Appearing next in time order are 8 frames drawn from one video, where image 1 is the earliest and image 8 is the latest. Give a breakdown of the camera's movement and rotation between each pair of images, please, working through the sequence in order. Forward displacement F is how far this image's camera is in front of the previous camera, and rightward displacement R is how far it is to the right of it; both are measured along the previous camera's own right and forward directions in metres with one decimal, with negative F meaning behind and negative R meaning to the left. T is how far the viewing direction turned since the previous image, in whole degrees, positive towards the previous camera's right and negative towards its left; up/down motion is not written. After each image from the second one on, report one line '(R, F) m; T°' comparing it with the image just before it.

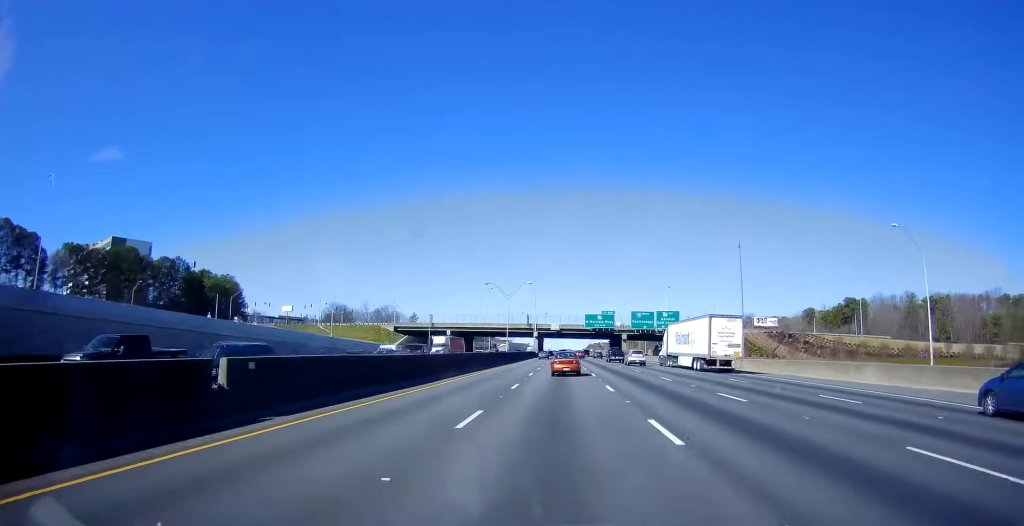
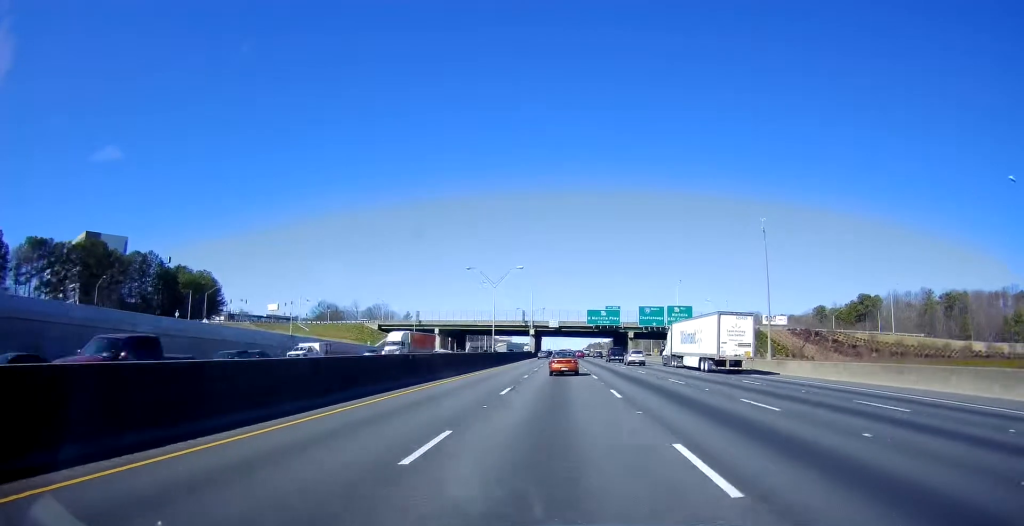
(-0.1, +15.5) m; -1°
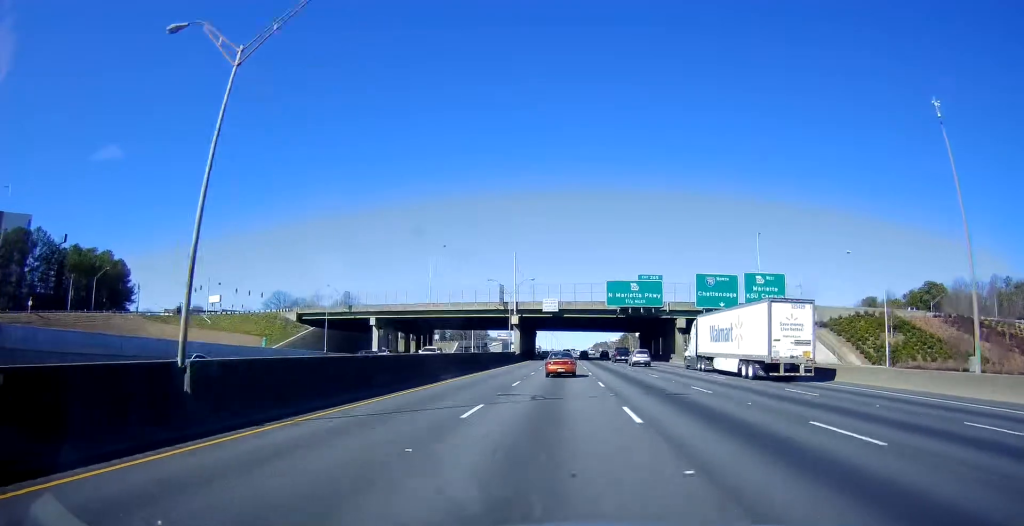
(-0.3, +54.7) m; 0°
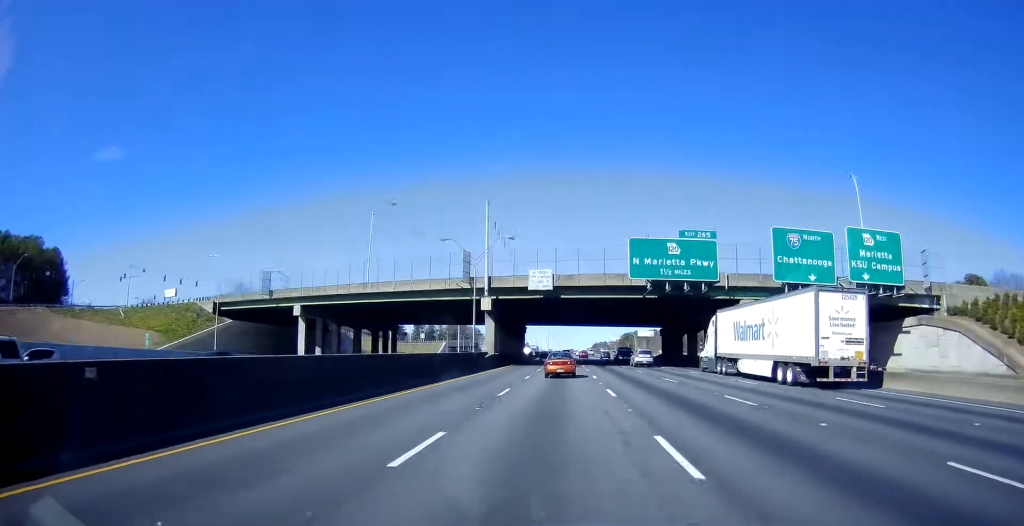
(+0.1, +29.3) m; 0°
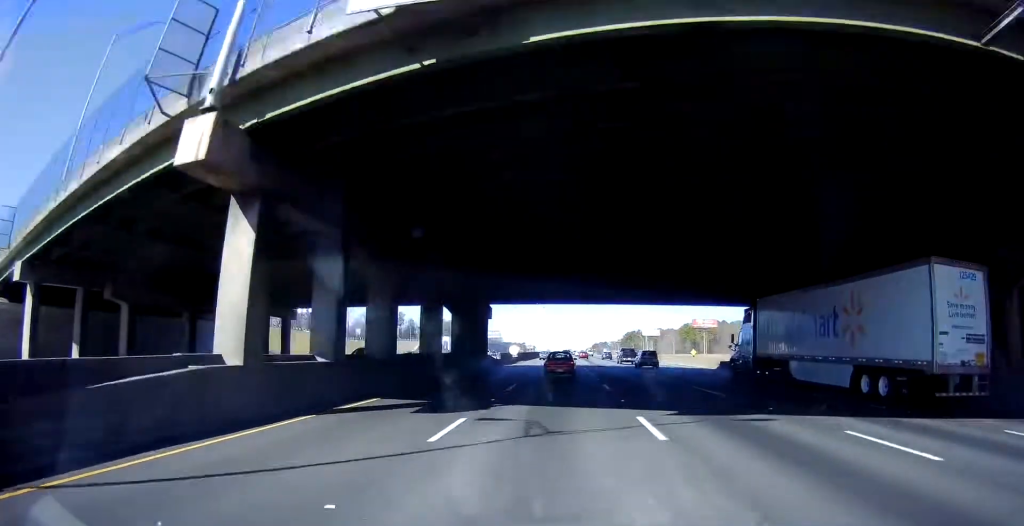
(-0.1, +45.8) m; 0°
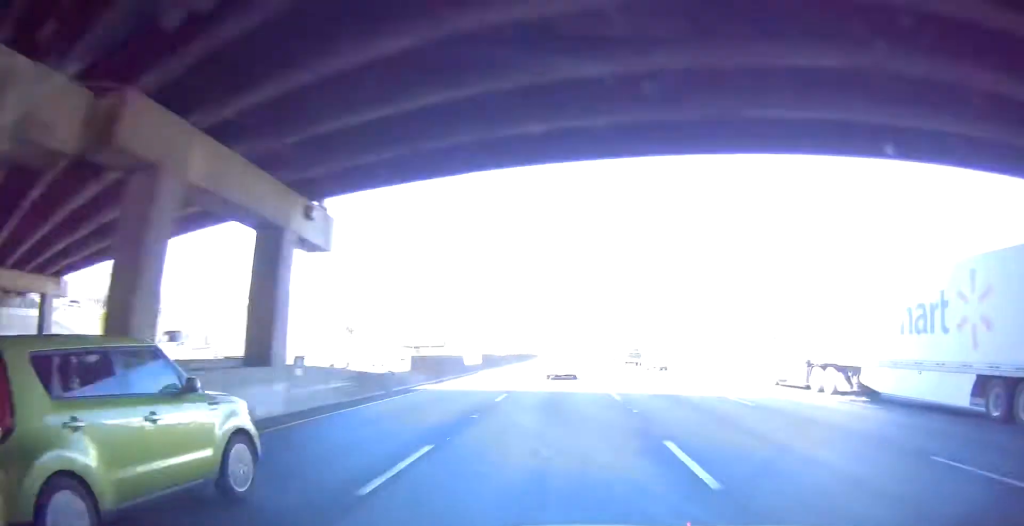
(0.0, +39.9) m; 0°
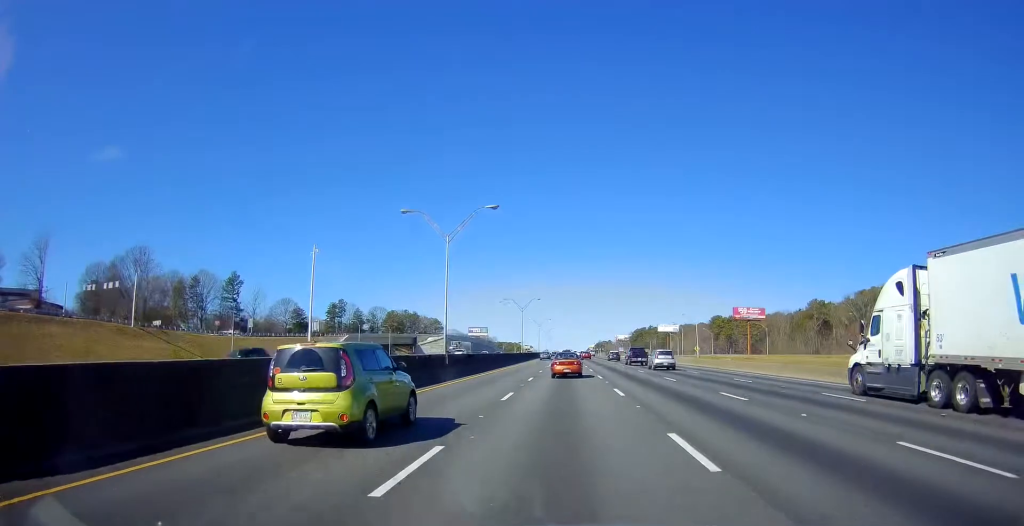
(+0.2, +47.7) m; +1°
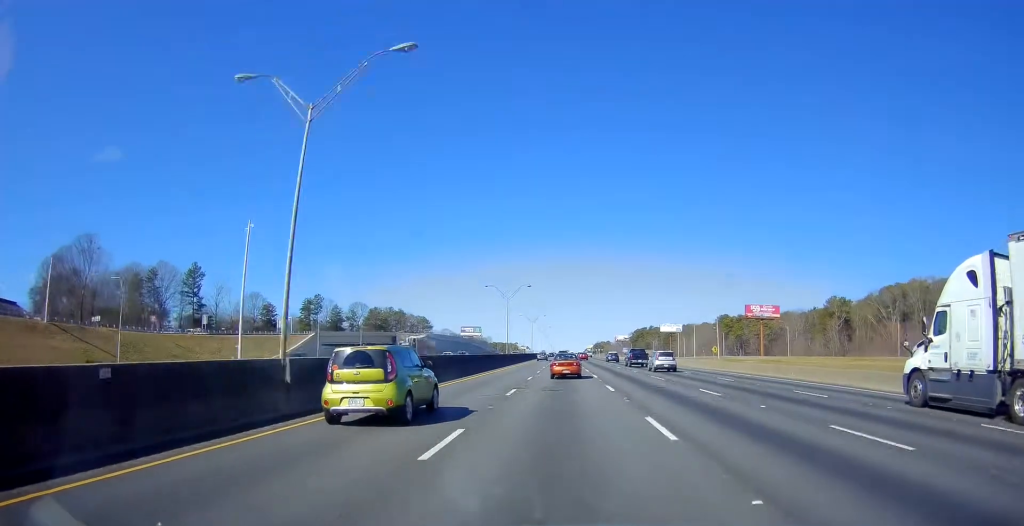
(+0.1, +21.7) m; 0°
